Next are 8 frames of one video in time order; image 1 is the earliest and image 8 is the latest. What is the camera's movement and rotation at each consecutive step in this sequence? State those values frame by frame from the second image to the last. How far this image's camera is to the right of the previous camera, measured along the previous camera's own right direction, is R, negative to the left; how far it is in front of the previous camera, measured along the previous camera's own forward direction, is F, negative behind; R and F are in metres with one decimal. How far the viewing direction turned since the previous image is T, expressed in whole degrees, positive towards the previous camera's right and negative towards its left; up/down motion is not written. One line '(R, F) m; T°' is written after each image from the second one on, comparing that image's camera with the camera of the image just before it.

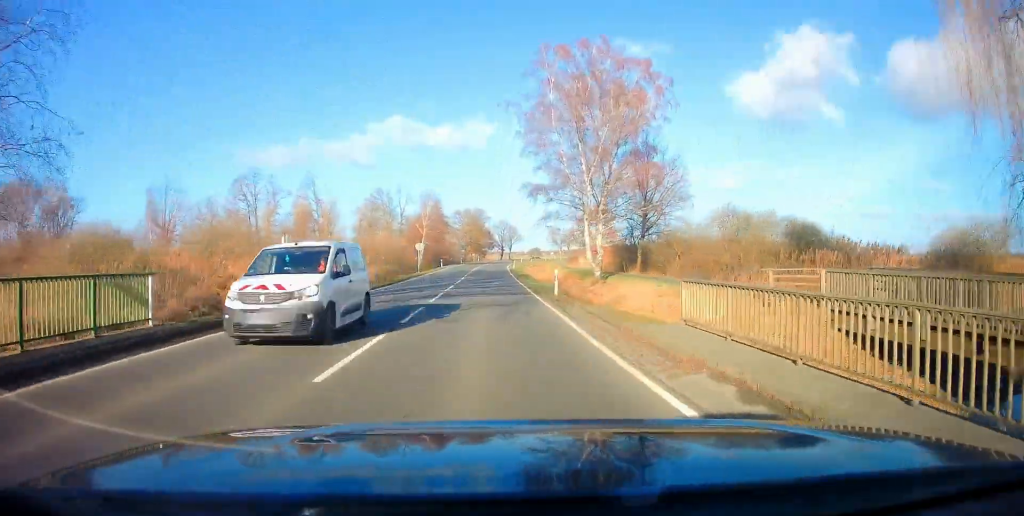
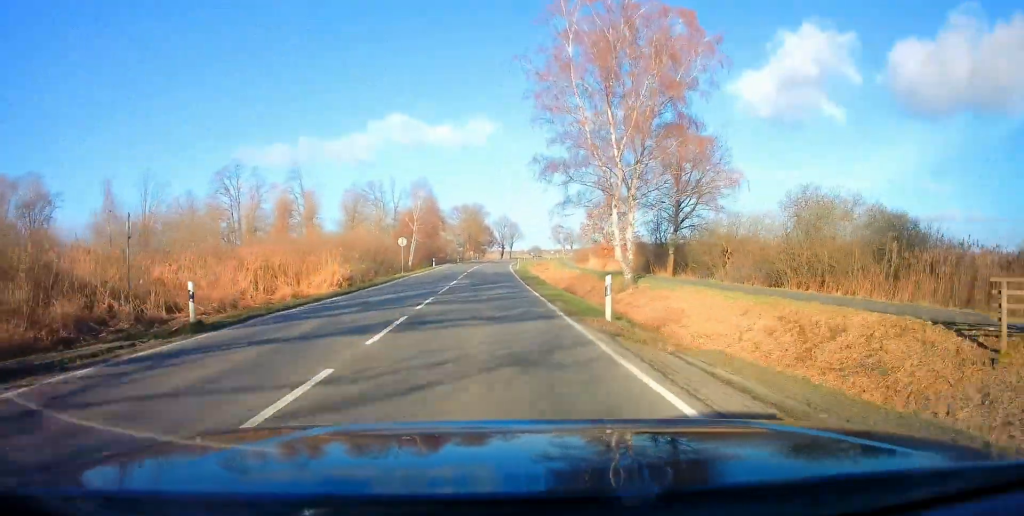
(0.0, +9.6) m; 0°
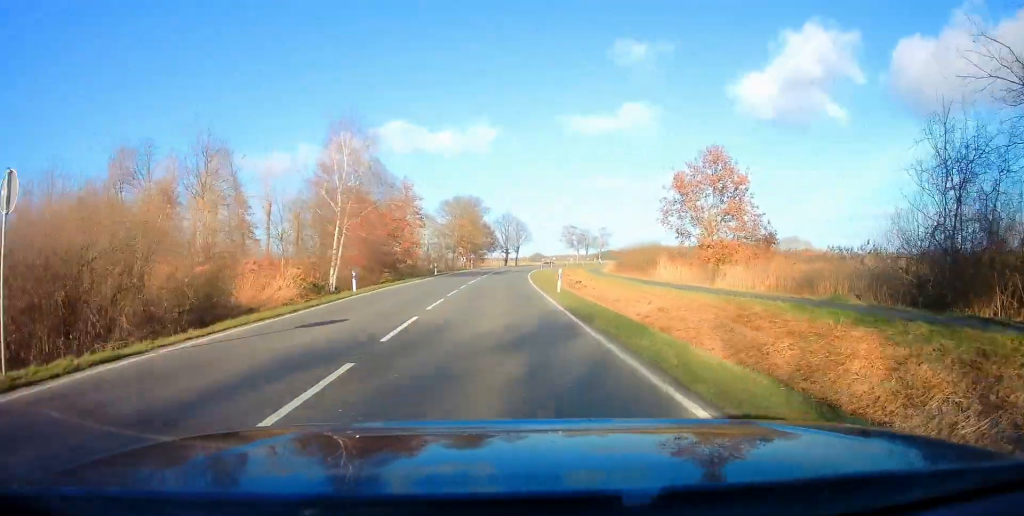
(0.0, +35.8) m; 0°
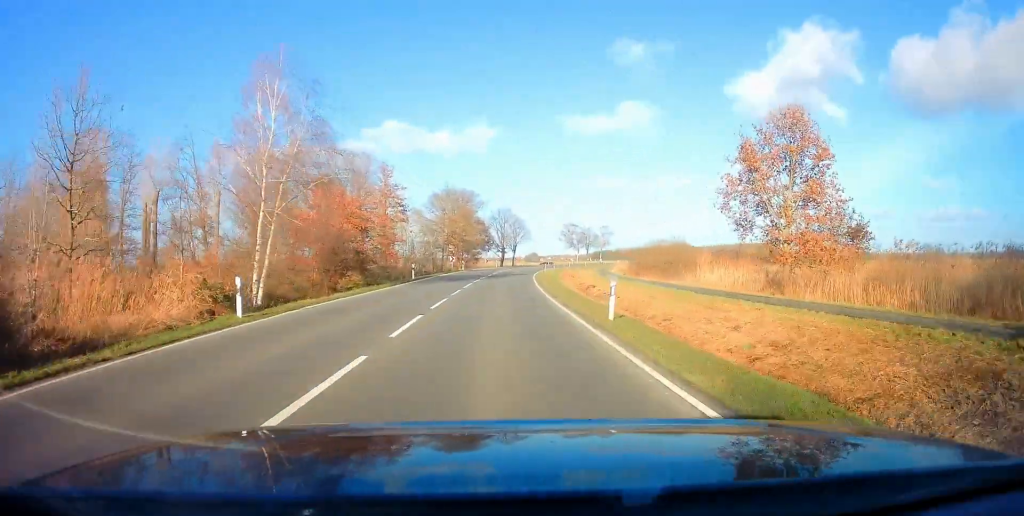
(0.0, +11.5) m; 0°
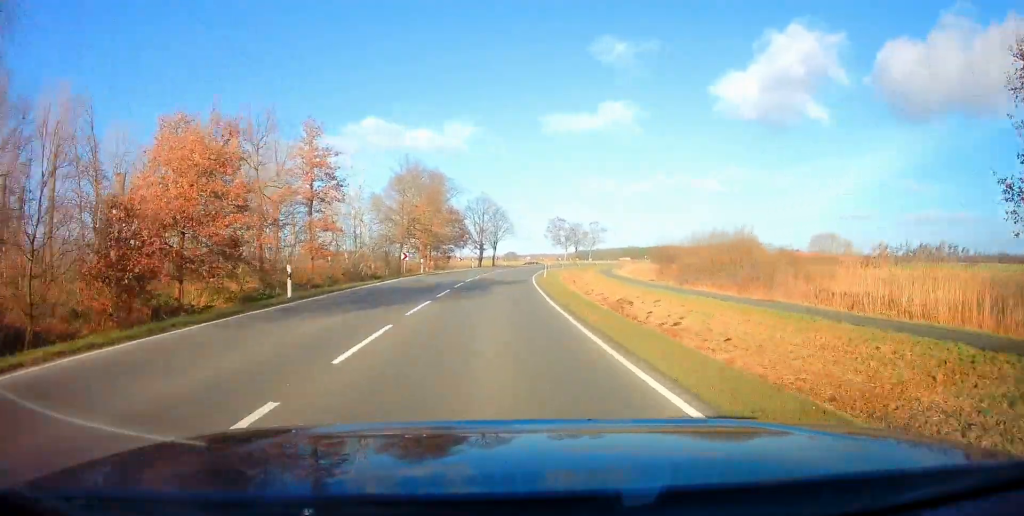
(+0.2, +20.9) m; +1°
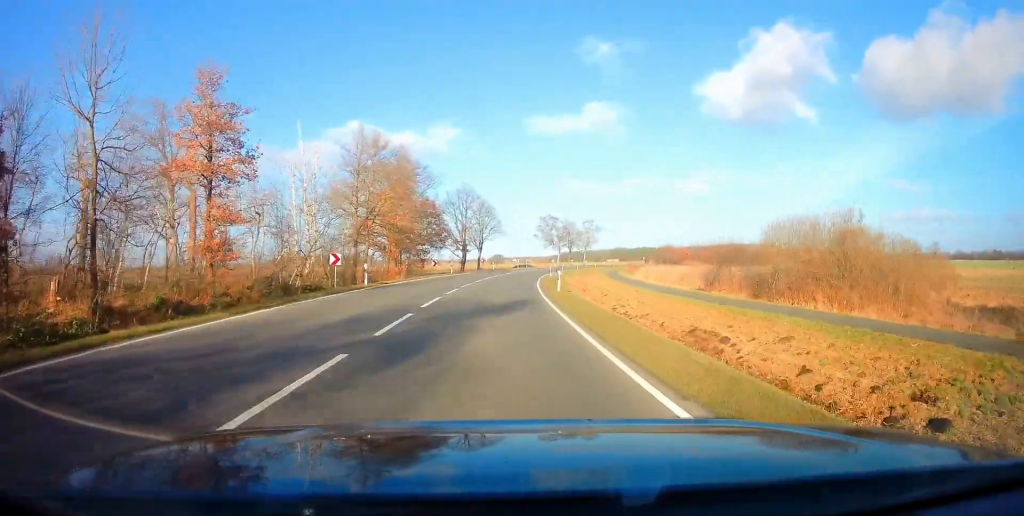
(+0.2, +15.2) m; +2°
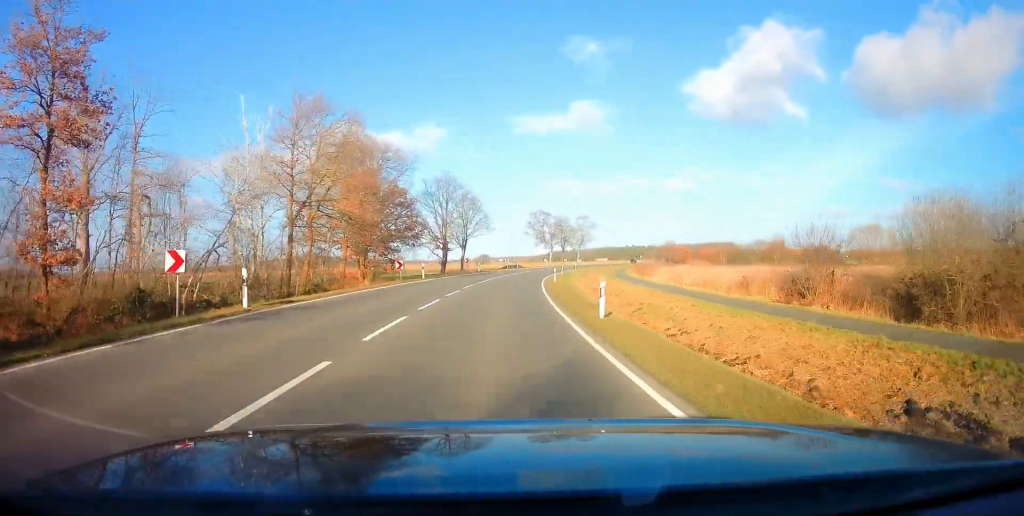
(0.0, +12.6) m; +2°
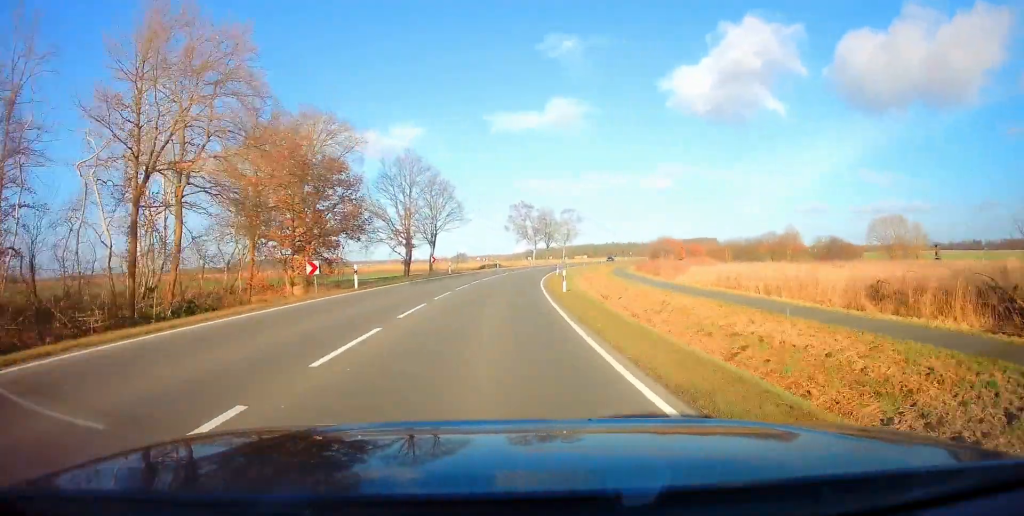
(+0.4, +14.4) m; +2°
